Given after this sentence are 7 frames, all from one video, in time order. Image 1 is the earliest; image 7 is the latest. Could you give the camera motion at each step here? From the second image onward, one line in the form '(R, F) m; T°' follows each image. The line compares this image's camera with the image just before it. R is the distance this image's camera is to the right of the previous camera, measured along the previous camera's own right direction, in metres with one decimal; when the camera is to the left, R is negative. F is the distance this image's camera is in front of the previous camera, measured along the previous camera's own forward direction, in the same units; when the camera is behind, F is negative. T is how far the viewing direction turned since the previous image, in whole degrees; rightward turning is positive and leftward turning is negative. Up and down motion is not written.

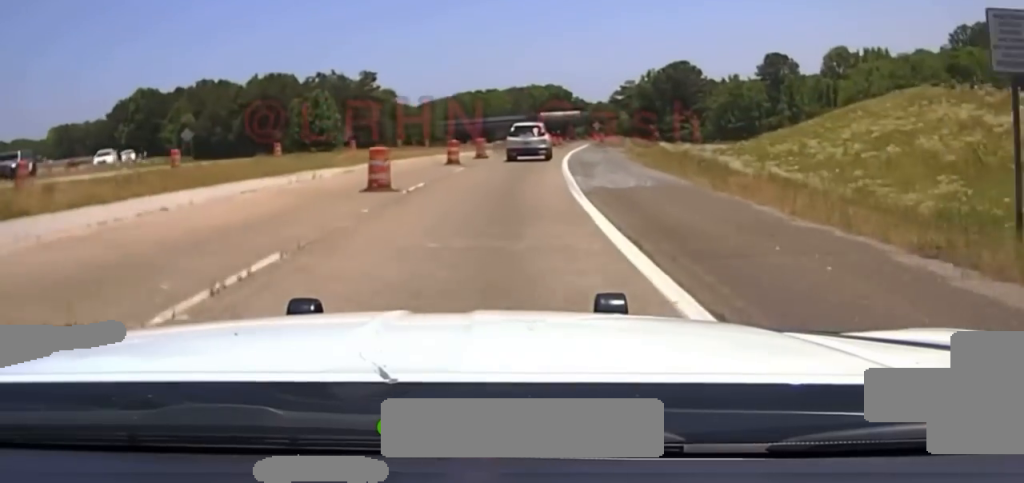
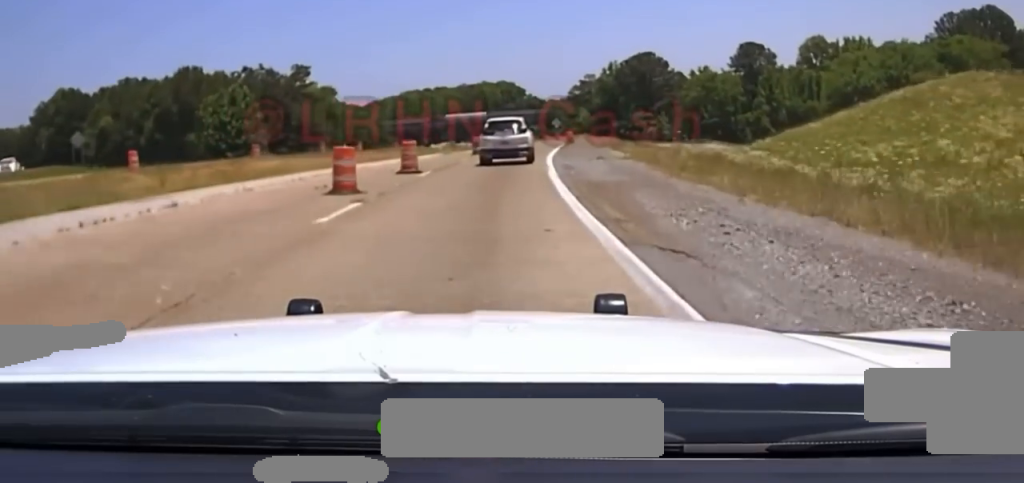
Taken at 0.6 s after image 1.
(+0.3, +20.1) m; +3°
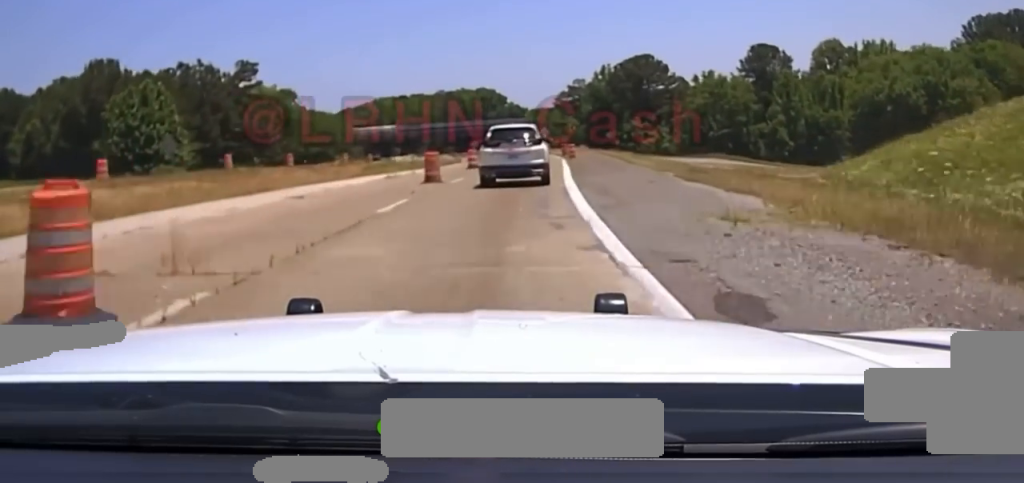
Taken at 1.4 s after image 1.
(+0.9, +25.6) m; +3°
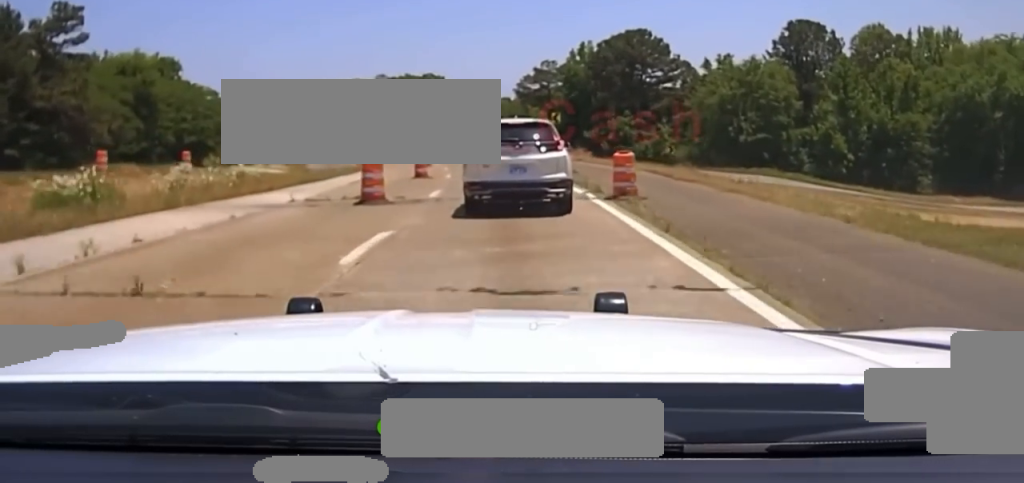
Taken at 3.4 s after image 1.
(+2.0, +44.6) m; +4°
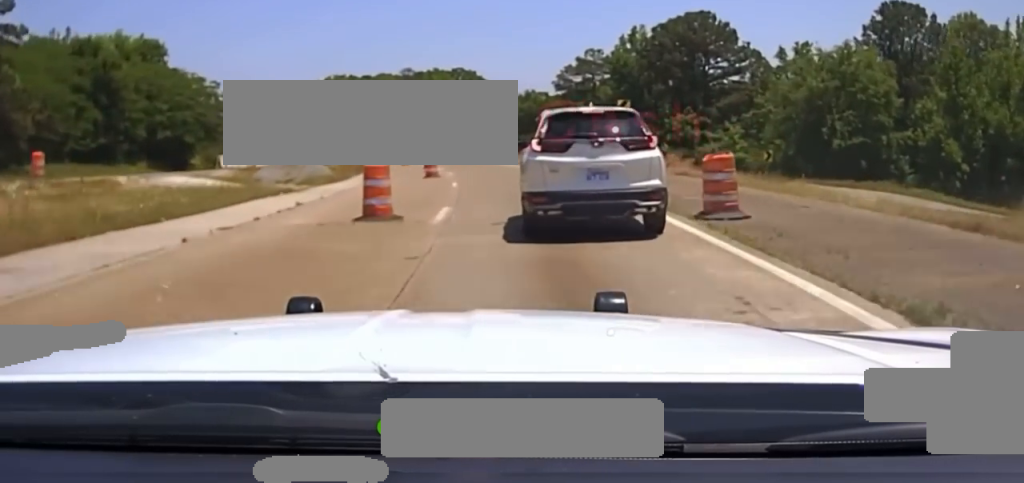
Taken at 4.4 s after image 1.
(0.0, +18.2) m; -1°
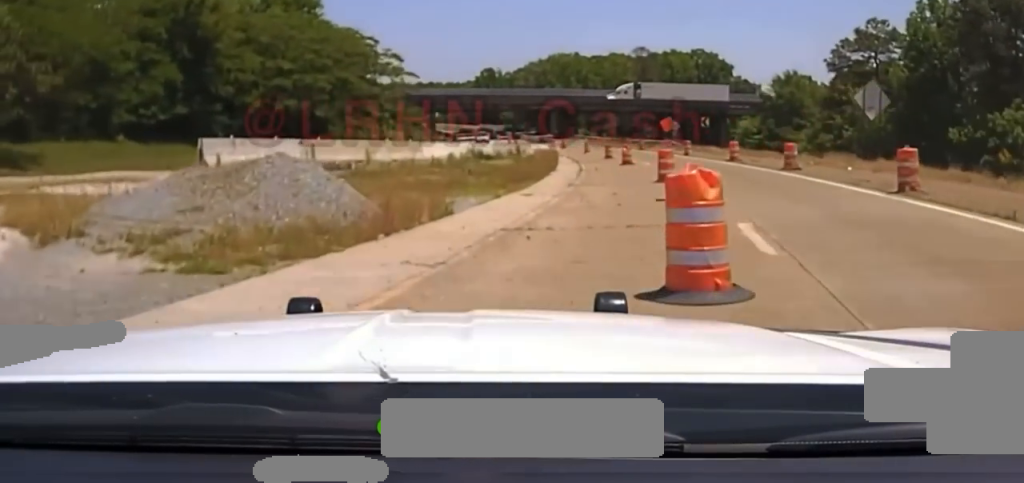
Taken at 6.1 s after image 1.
(-1.9, +30.1) m; -8°
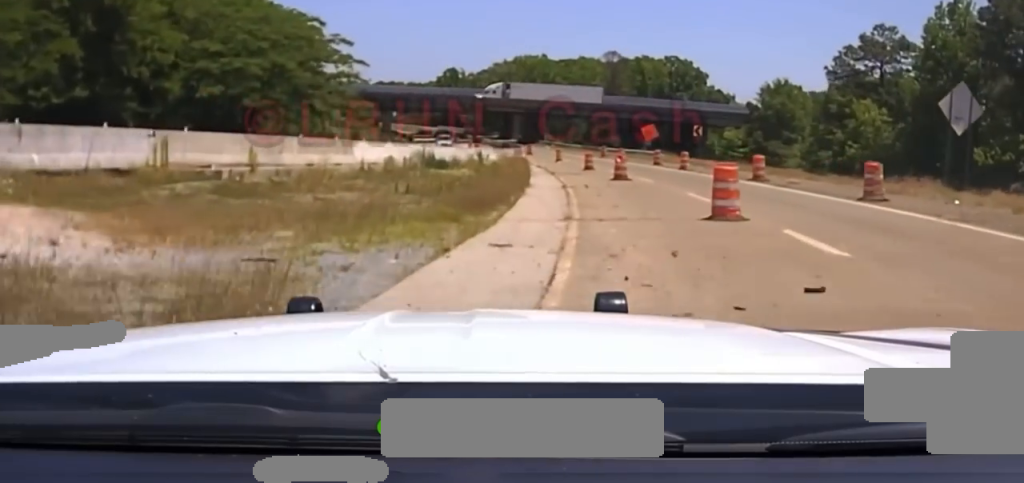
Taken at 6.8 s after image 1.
(-0.4, +11.3) m; -3°
